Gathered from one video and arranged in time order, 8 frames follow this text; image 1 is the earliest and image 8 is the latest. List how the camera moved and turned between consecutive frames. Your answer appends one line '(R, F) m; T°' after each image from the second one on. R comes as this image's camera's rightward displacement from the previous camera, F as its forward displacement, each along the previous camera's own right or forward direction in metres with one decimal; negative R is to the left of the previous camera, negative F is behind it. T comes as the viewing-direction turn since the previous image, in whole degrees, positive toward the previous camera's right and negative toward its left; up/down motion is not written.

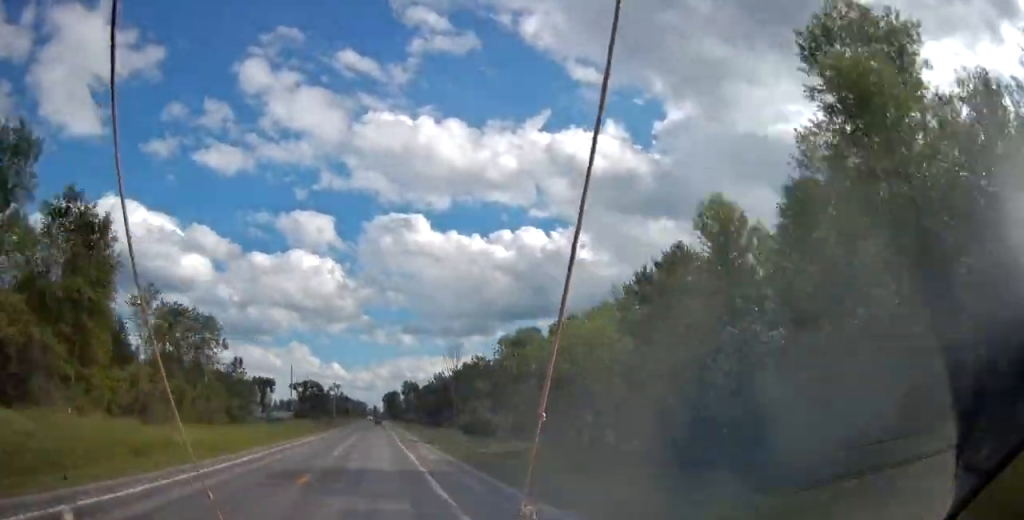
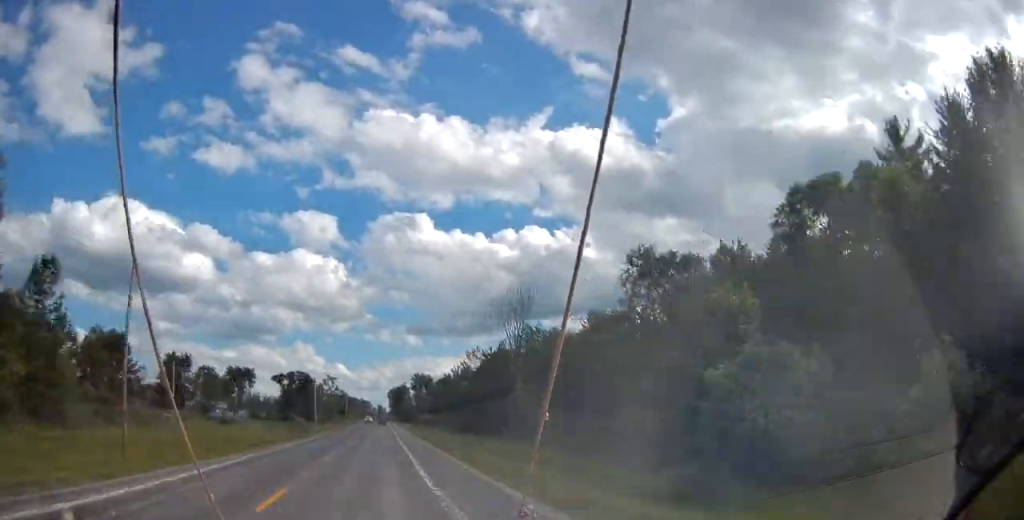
(-0.2, +50.8) m; 0°
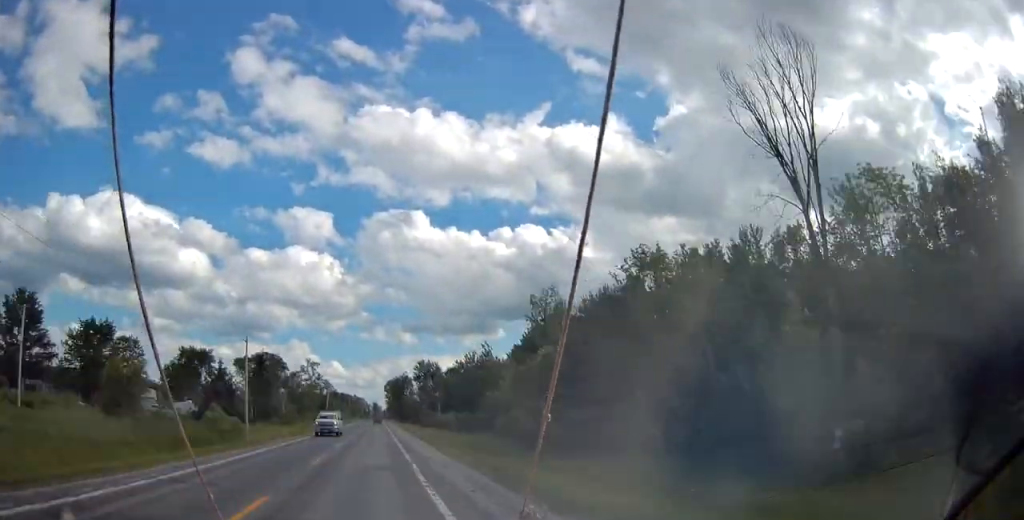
(-0.1, +47.4) m; 0°
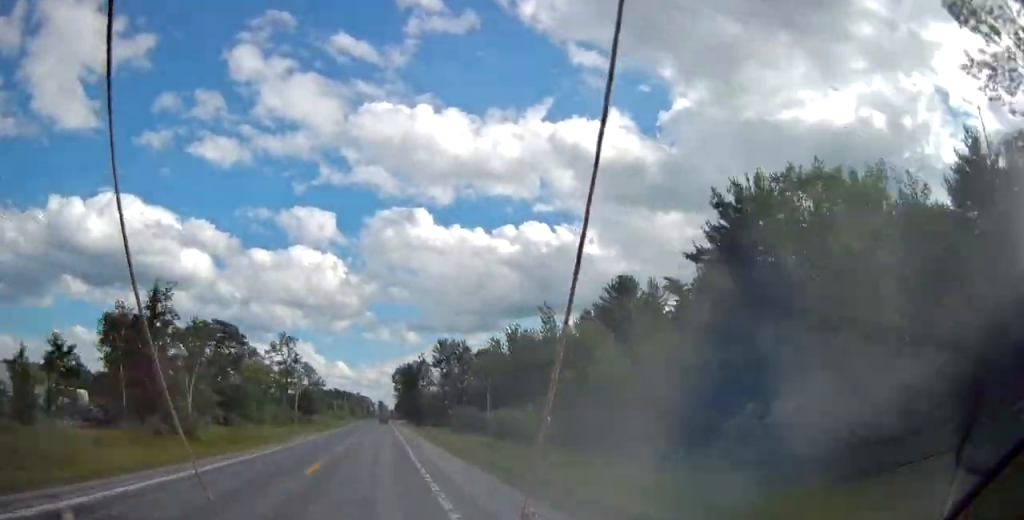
(0.0, +51.4) m; 0°
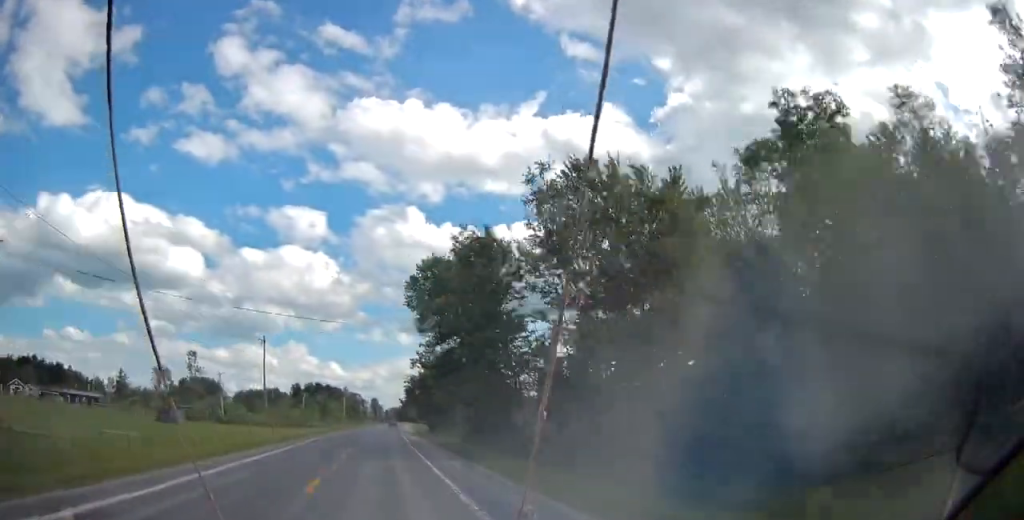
(+0.4, +99.1) m; +1°
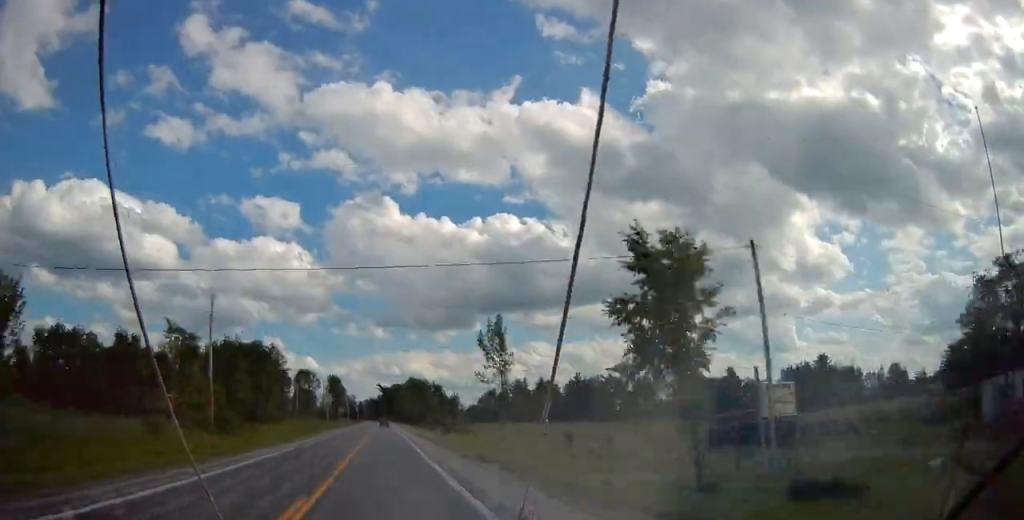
(+3.1, +171.5) m; +2°
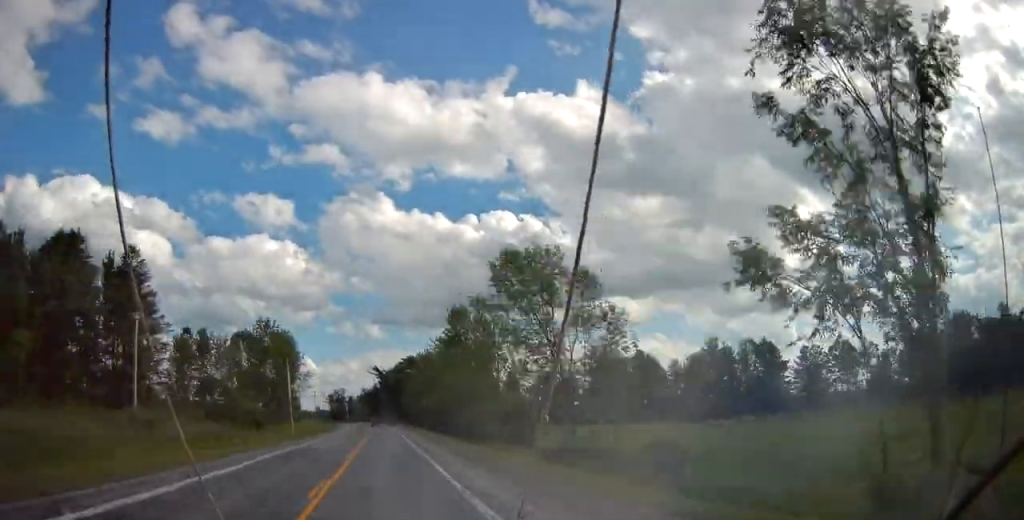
(0.0, +115.4) m; -1°
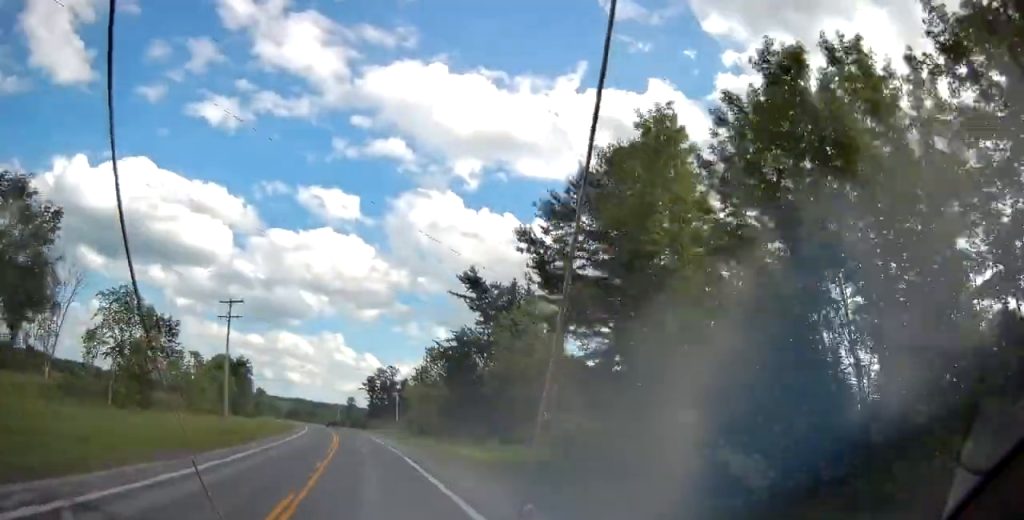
(-6.1, +149.9) m; -8°
